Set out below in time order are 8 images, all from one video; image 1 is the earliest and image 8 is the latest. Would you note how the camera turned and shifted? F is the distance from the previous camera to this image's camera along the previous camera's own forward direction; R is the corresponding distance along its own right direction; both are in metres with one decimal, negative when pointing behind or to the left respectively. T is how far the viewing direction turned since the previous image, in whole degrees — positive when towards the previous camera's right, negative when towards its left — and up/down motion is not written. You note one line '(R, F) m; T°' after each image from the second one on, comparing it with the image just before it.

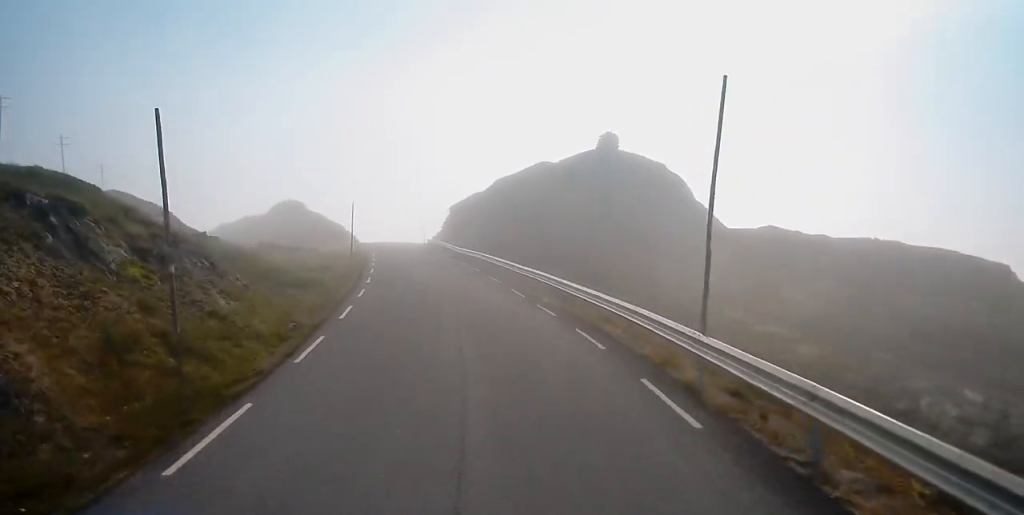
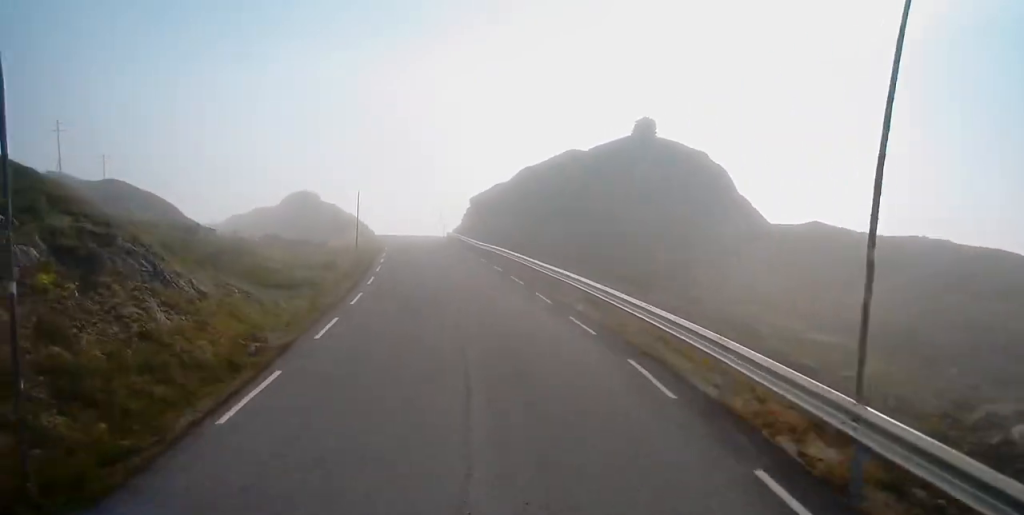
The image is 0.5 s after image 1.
(0.0, +4.5) m; 0°
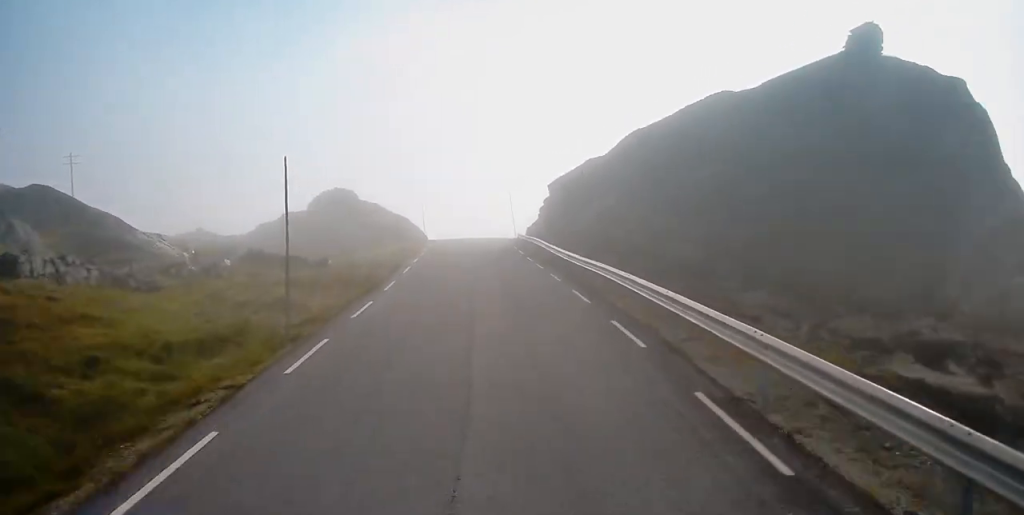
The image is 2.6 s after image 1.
(-0.6, +21.5) m; -5°
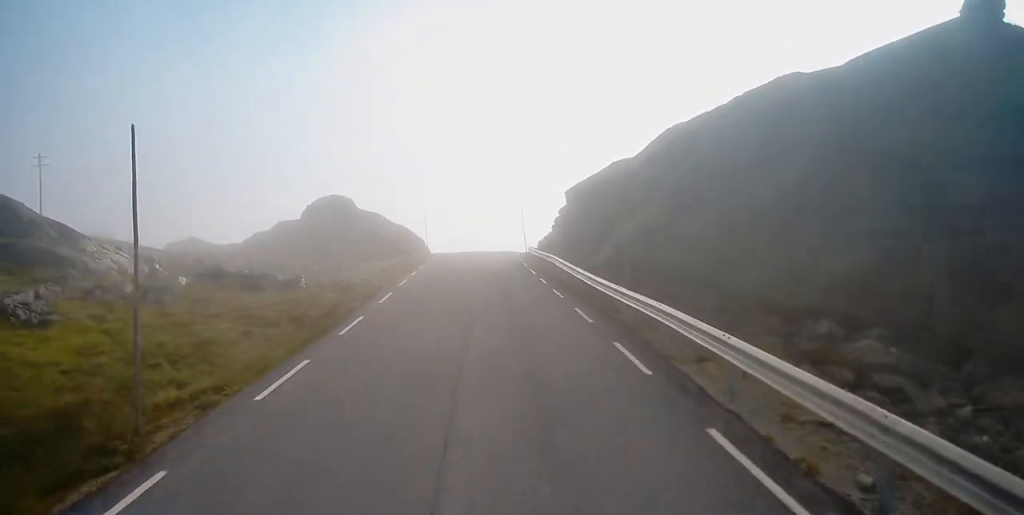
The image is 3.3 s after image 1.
(-0.2, +7.0) m; -2°
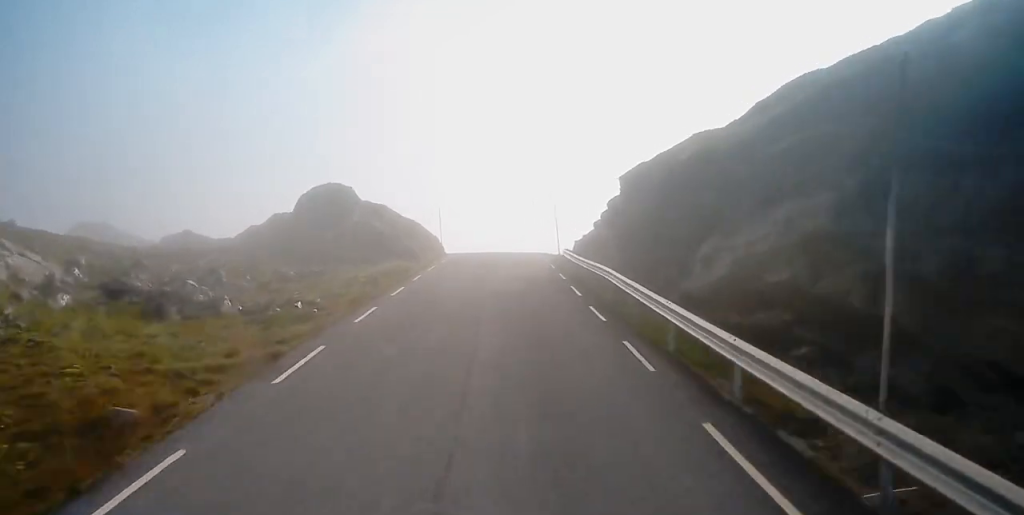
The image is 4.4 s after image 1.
(0.0, +11.5) m; 0°
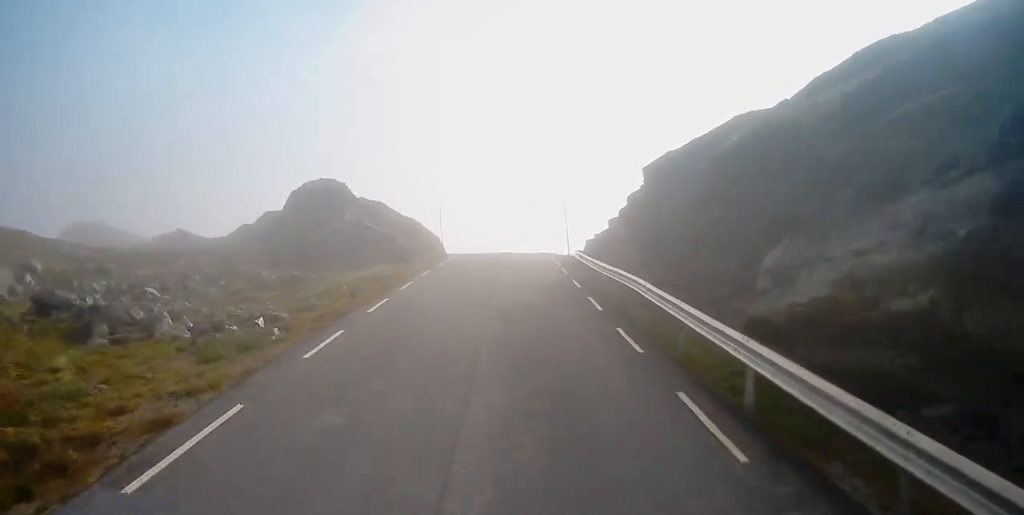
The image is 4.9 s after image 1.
(0.0, +4.4) m; 0°
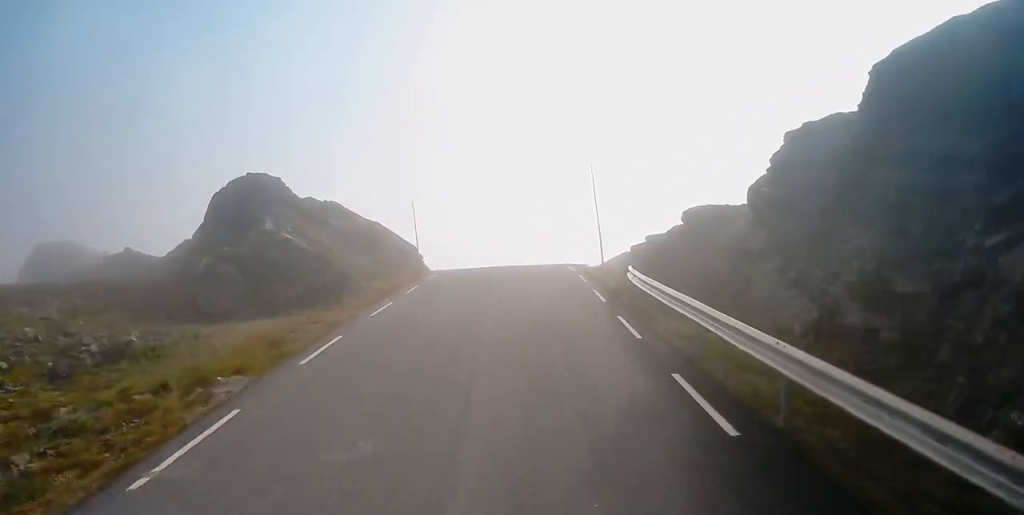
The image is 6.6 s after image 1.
(0.0, +17.3) m; -2°
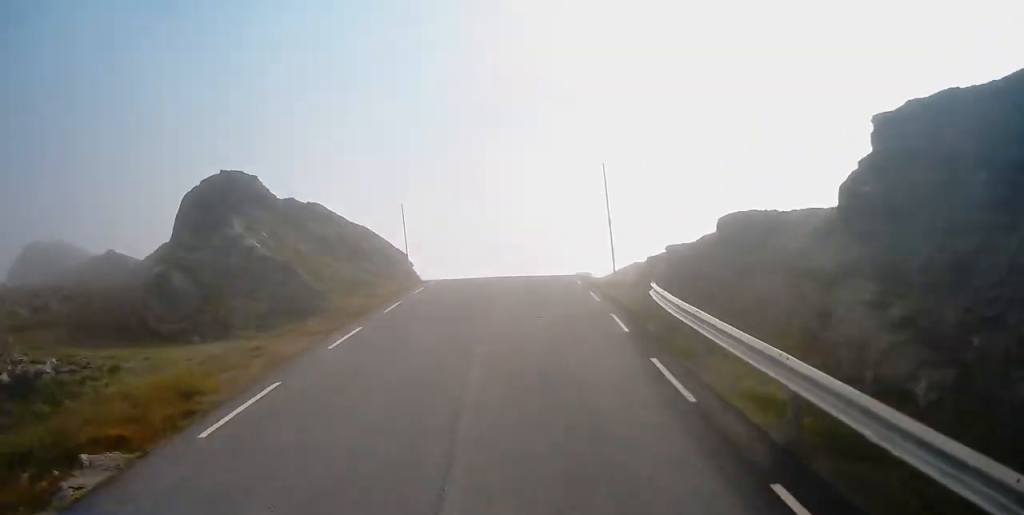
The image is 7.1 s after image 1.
(+0.1, +4.2) m; -2°
